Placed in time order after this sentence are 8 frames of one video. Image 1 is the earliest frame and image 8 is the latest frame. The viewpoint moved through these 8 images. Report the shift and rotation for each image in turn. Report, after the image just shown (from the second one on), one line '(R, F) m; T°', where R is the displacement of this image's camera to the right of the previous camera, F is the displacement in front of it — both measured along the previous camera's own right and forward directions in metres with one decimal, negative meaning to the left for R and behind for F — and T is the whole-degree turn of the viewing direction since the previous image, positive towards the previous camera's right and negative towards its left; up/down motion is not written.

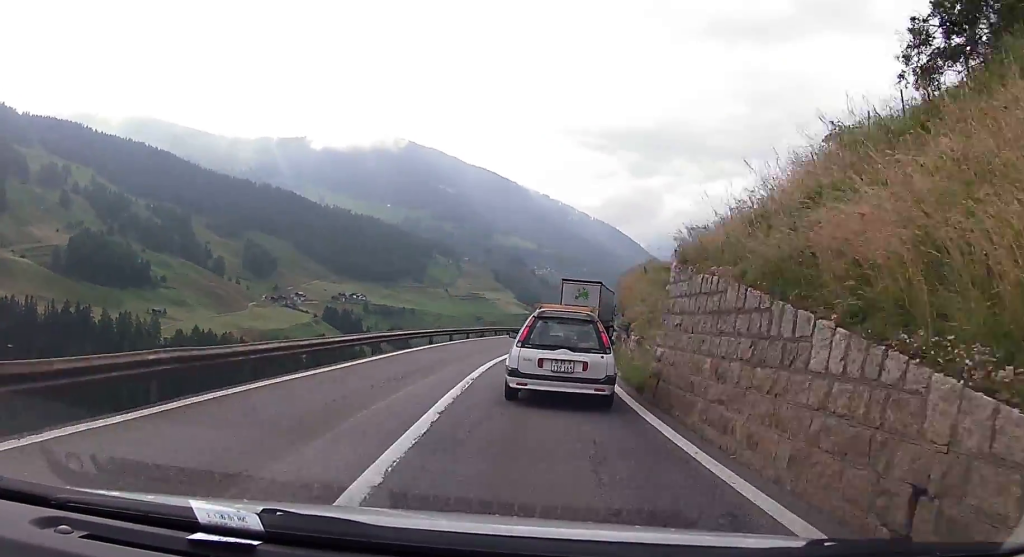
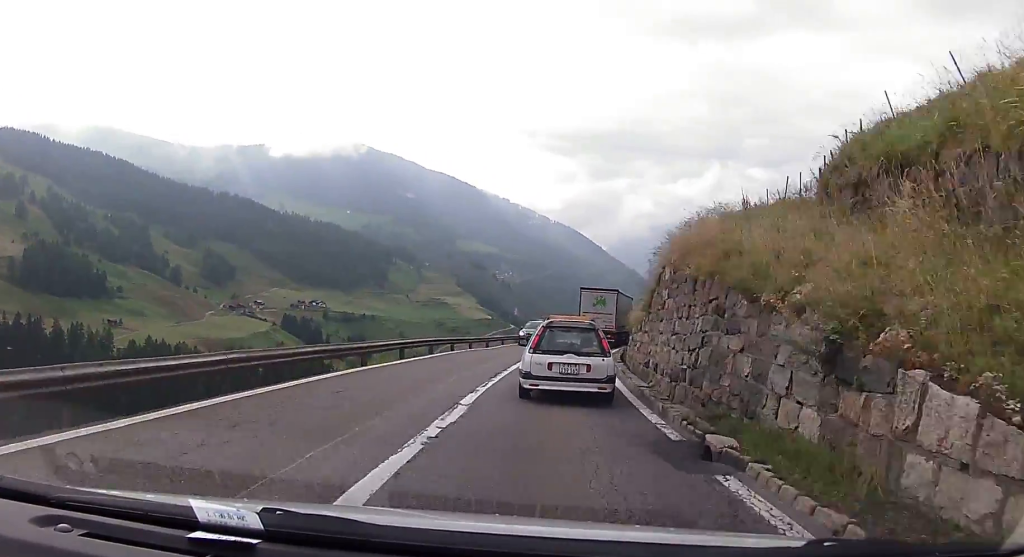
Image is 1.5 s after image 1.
(-0.2, +17.6) m; 0°
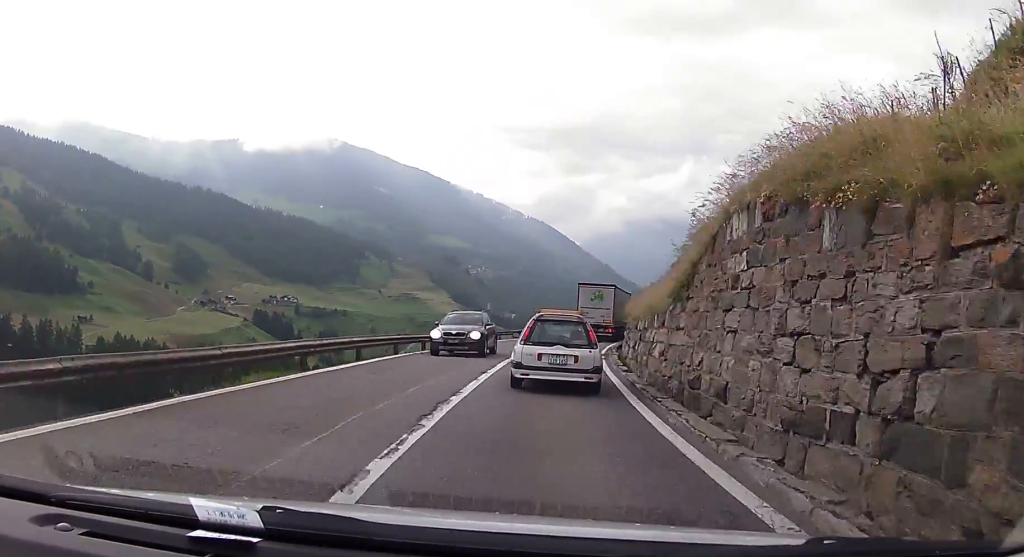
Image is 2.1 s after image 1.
(0.0, +7.7) m; +2°
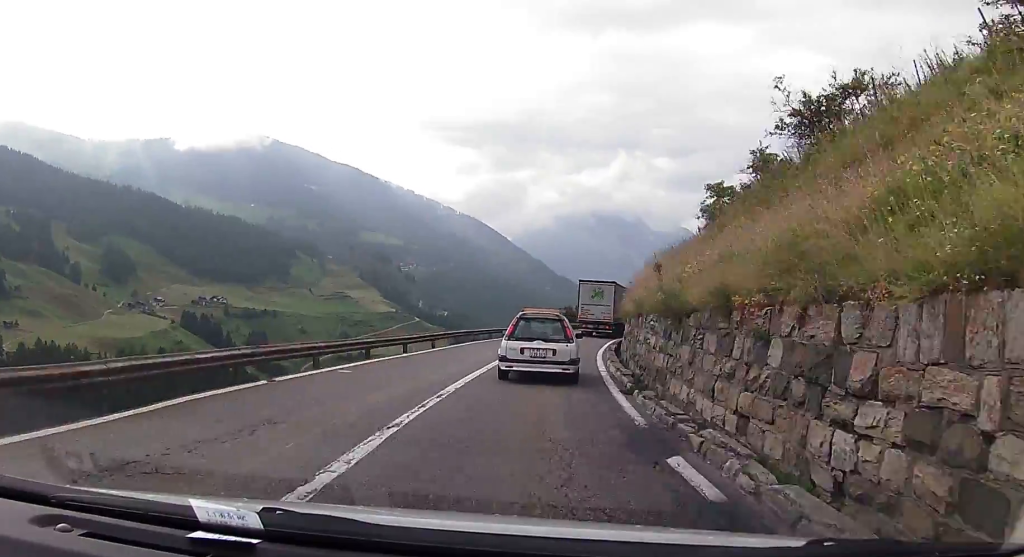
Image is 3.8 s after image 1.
(+1.2, +22.0) m; +6°
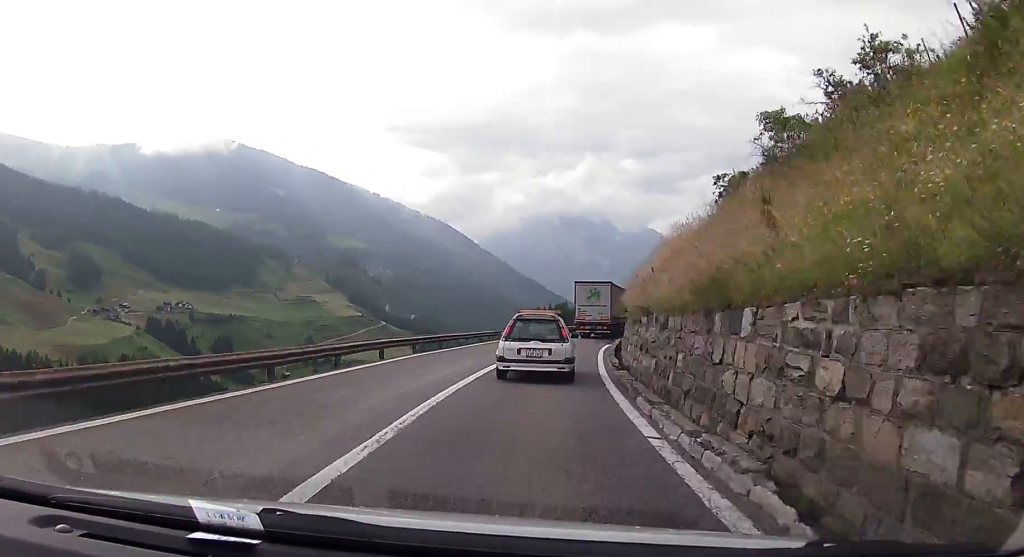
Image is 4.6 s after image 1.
(+0.5, +10.5) m; +2°
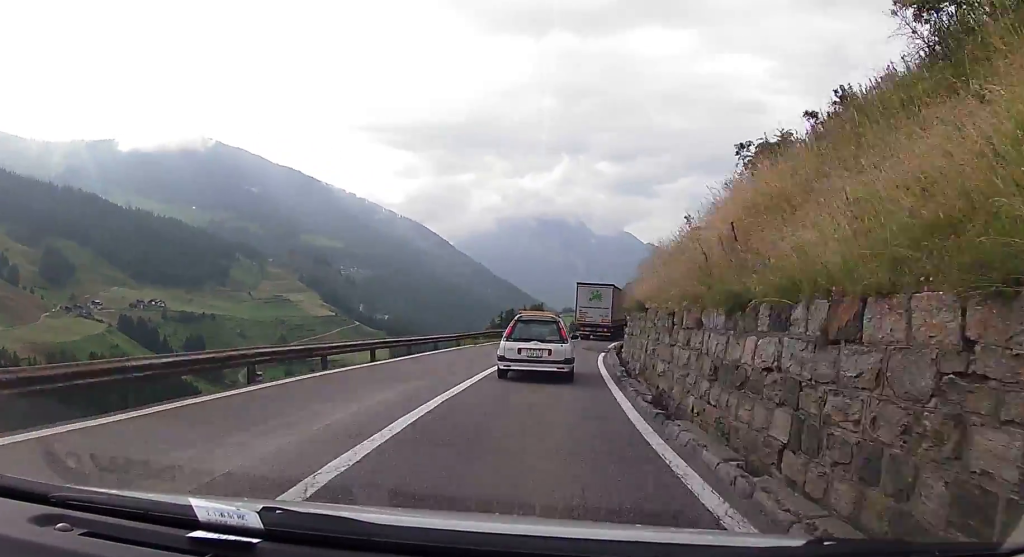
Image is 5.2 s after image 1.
(+0.1, +8.9) m; +2°
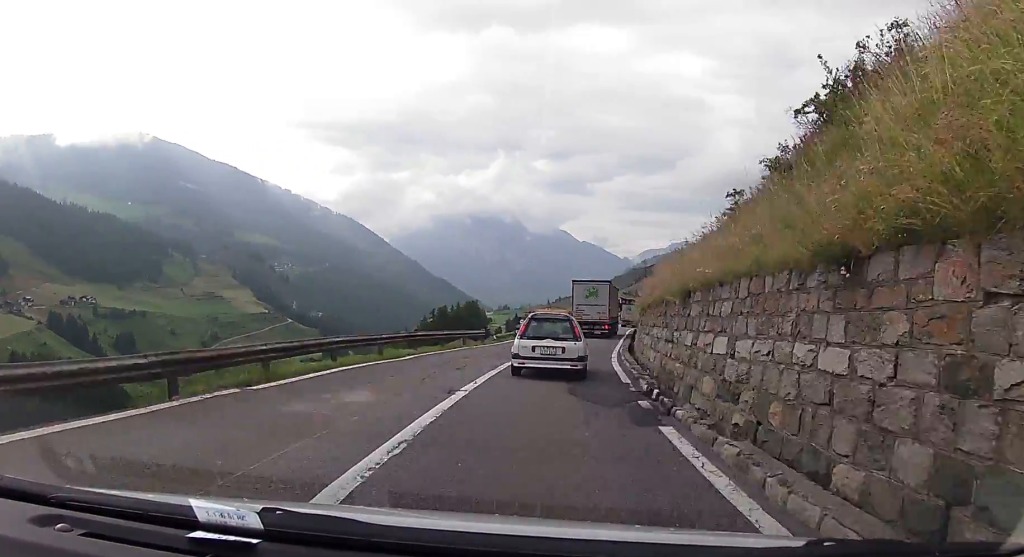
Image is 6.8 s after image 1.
(+1.0, +23.4) m; +6°
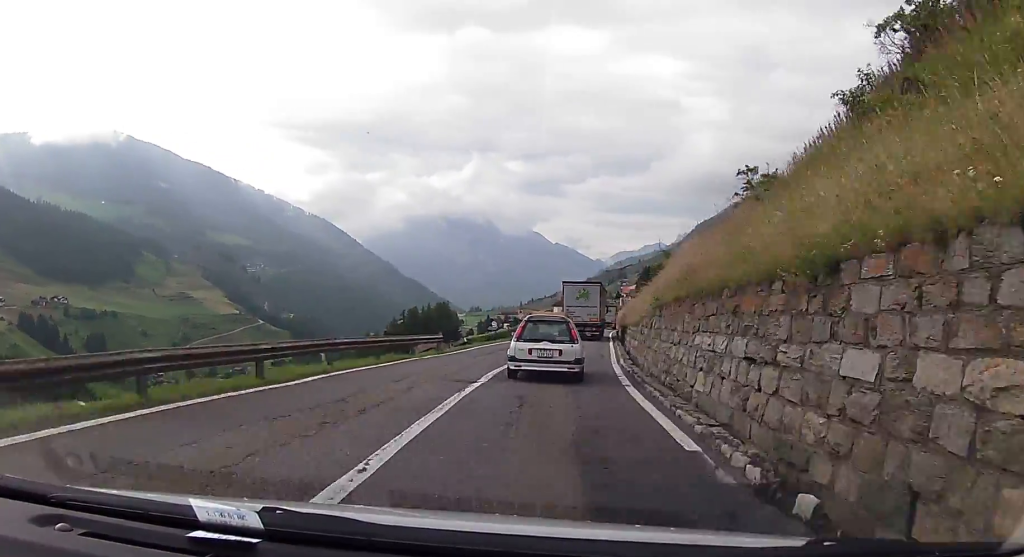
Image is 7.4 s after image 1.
(+0.2, +8.4) m; +2°
